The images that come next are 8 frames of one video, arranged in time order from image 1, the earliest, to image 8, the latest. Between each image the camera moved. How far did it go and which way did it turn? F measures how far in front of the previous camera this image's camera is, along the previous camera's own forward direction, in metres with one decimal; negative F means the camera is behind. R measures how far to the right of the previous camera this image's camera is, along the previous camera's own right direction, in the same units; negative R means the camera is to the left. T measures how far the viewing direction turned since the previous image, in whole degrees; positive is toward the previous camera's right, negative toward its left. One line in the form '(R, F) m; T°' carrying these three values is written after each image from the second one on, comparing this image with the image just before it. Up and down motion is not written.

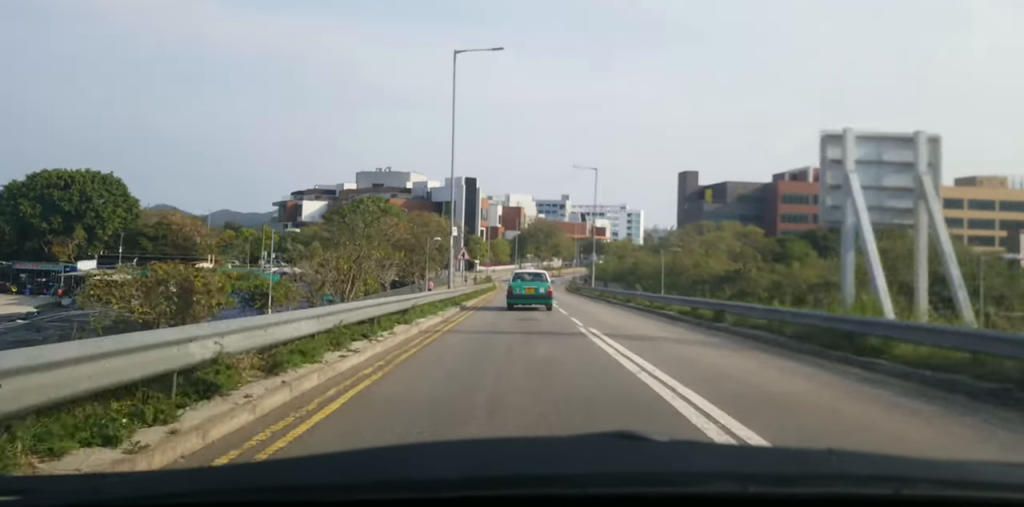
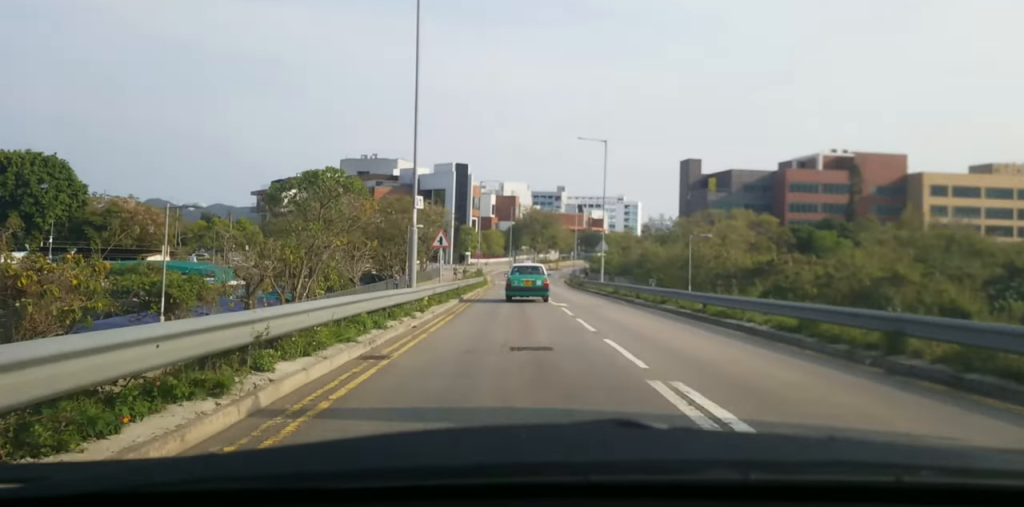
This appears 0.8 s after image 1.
(0.0, +9.9) m; 0°
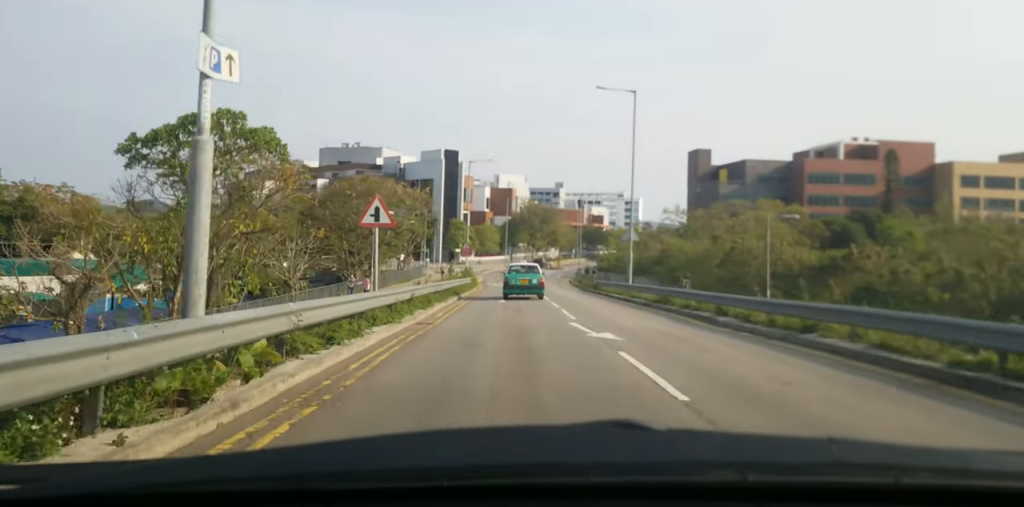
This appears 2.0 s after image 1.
(0.0, +14.6) m; 0°
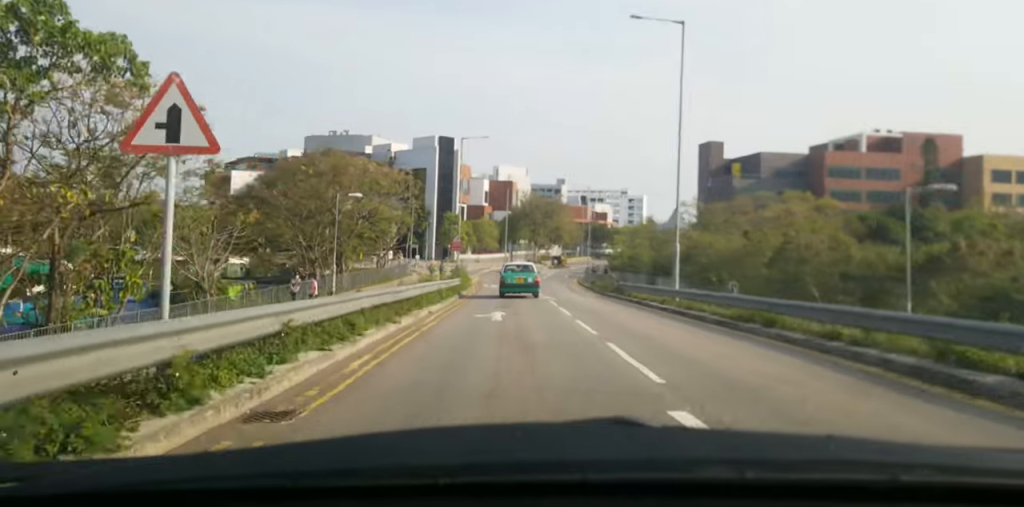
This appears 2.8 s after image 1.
(0.0, +10.6) m; -1°
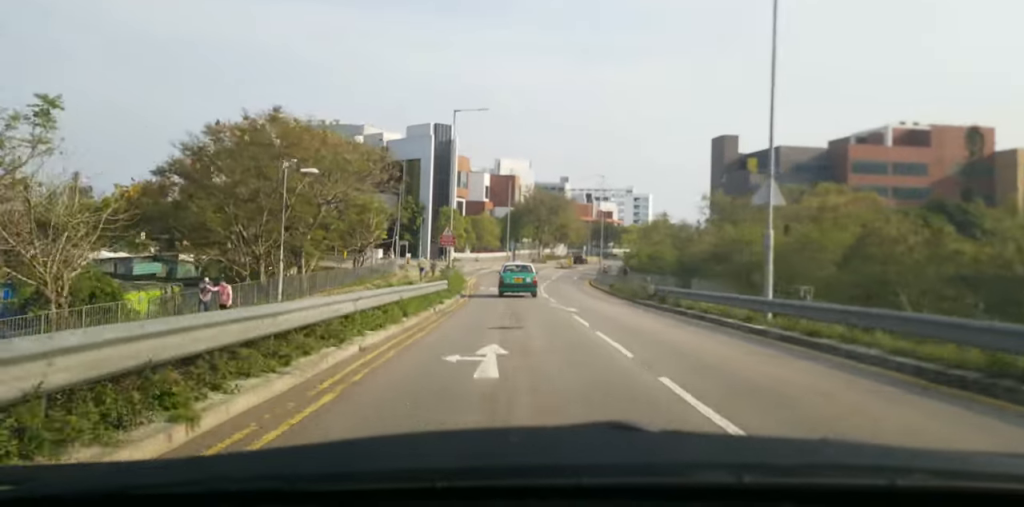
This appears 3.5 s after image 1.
(0.0, +9.3) m; -2°
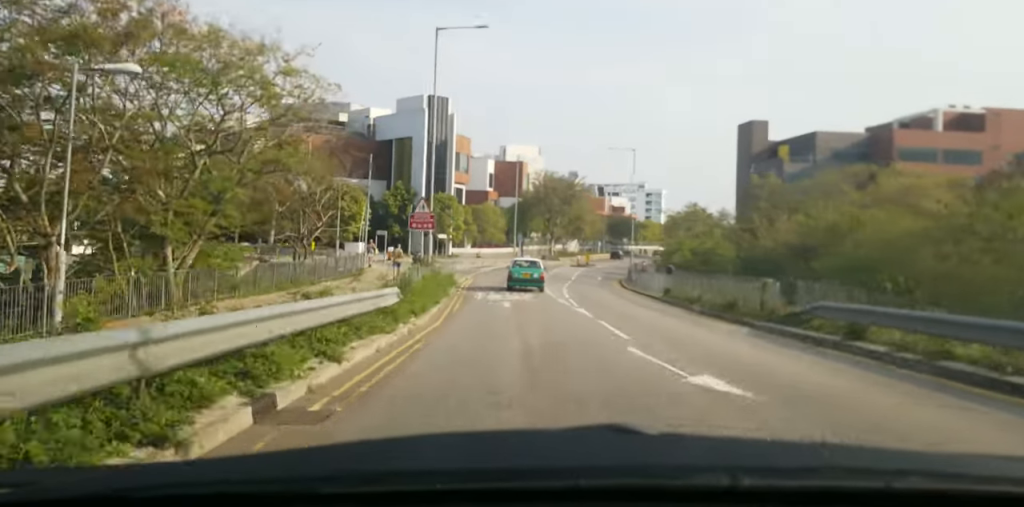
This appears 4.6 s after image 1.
(-0.4, +15.9) m; 0°
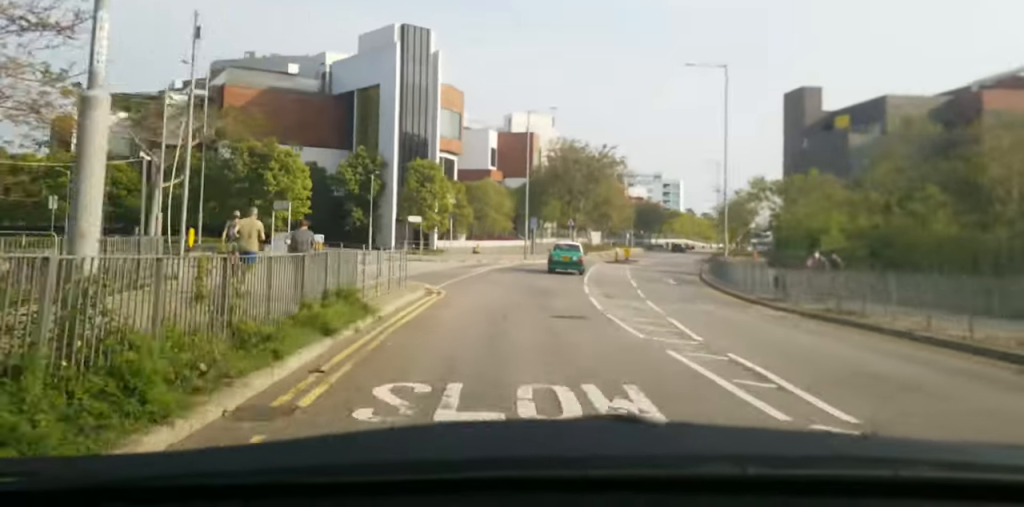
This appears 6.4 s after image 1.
(+0.4, +25.8) m; +1°
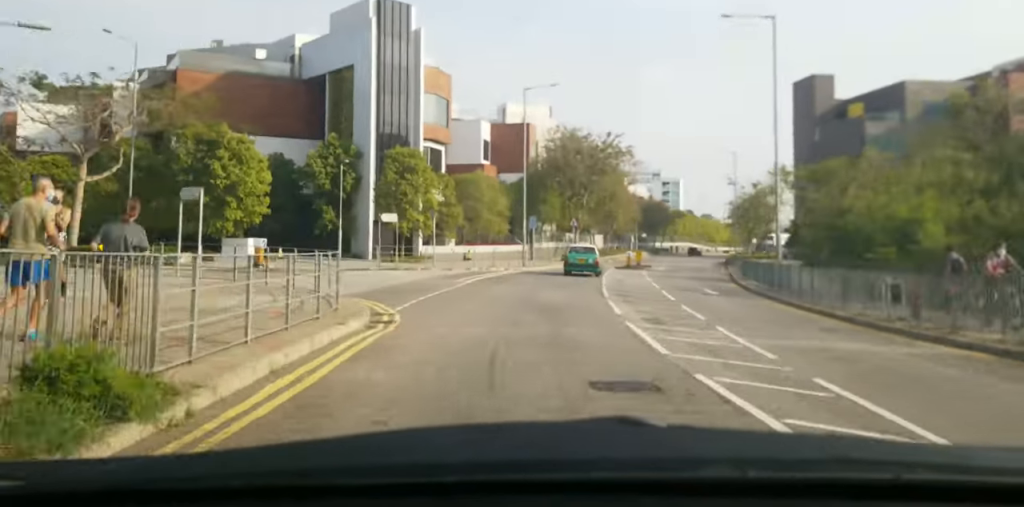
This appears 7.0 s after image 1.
(+0.1, +7.9) m; +1°
